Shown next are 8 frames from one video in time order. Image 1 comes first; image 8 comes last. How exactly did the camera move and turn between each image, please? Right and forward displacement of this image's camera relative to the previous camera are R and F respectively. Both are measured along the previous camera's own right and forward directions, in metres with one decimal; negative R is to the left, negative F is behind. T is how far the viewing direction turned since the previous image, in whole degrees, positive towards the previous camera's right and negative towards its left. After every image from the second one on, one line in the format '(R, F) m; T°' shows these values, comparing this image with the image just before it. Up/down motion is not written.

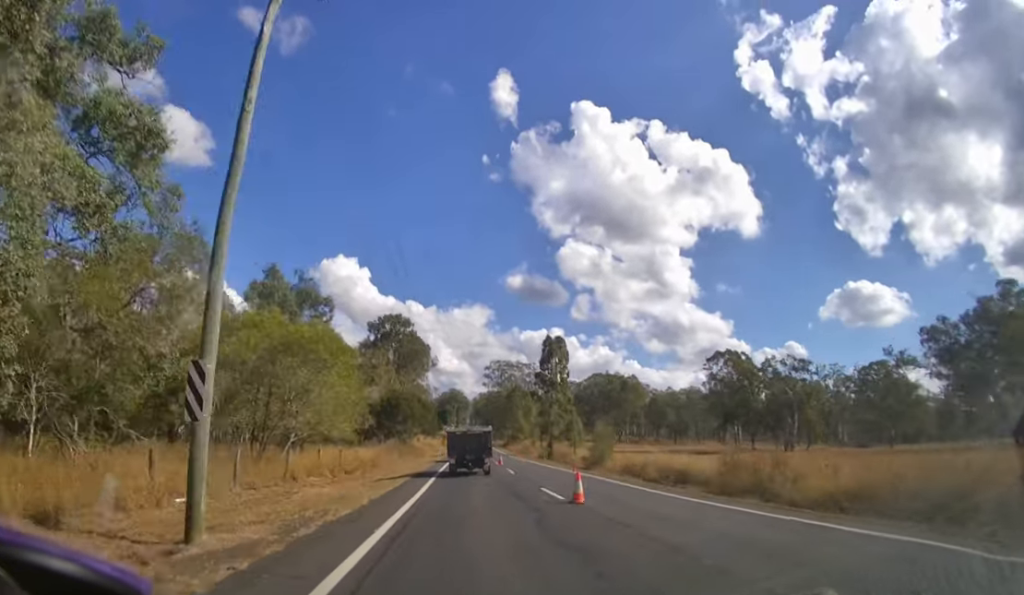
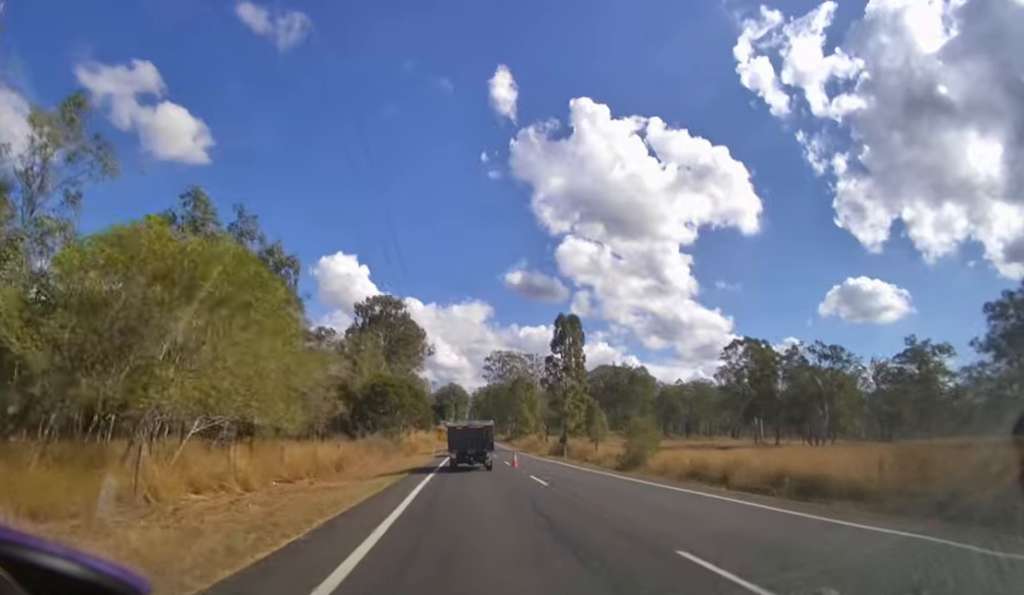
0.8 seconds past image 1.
(0.0, +9.4) m; 0°
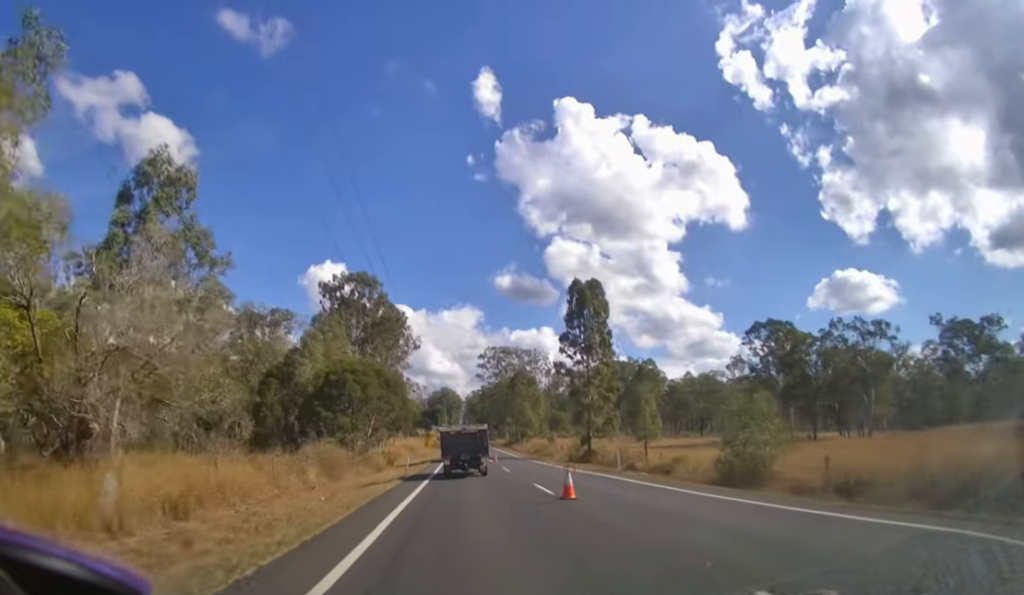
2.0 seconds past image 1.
(0.0, +12.5) m; 0°
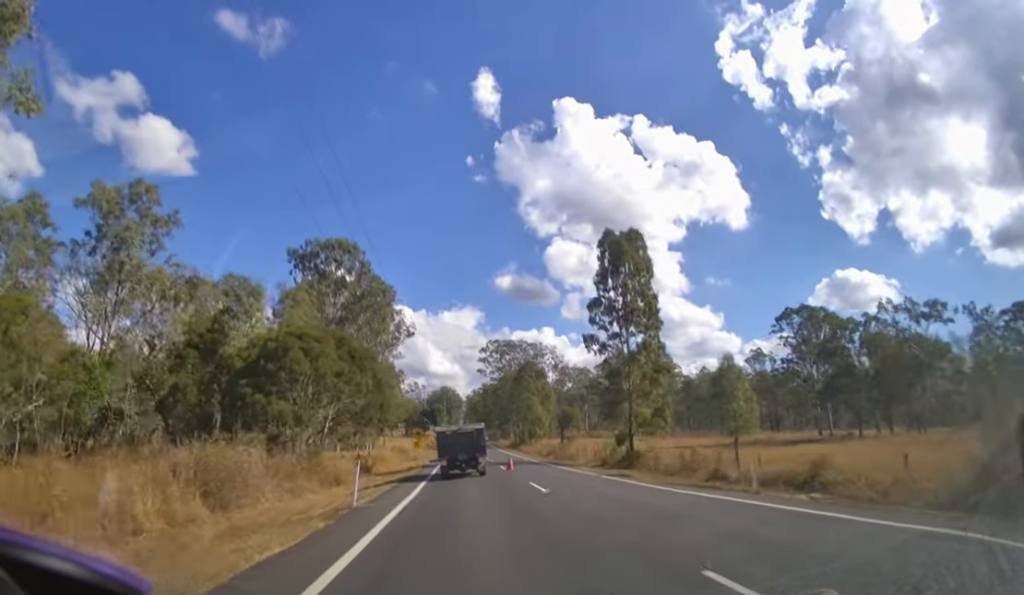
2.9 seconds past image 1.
(0.0, +9.4) m; 0°
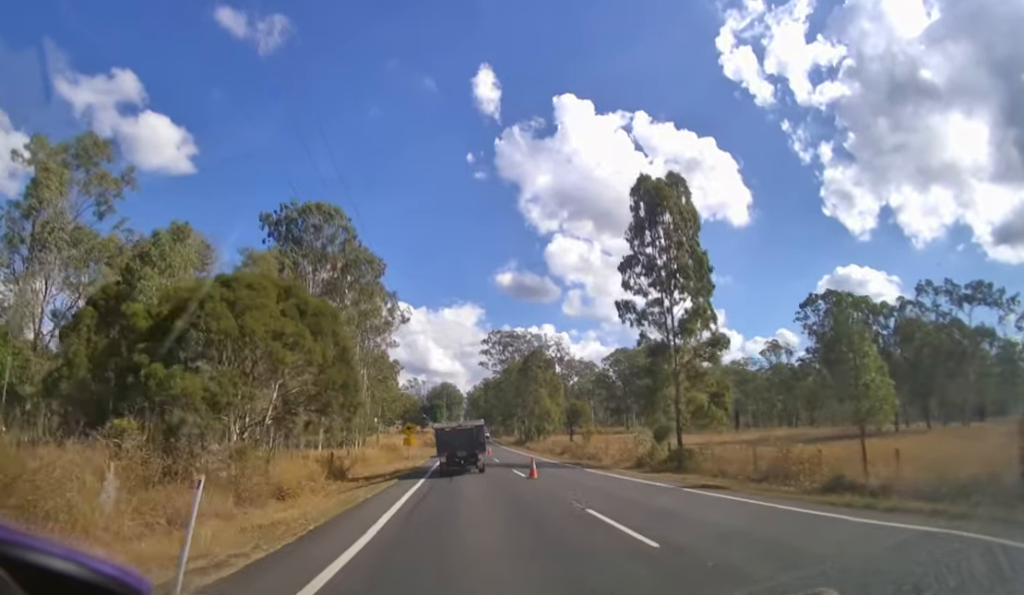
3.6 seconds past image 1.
(0.0, +6.8) m; 0°
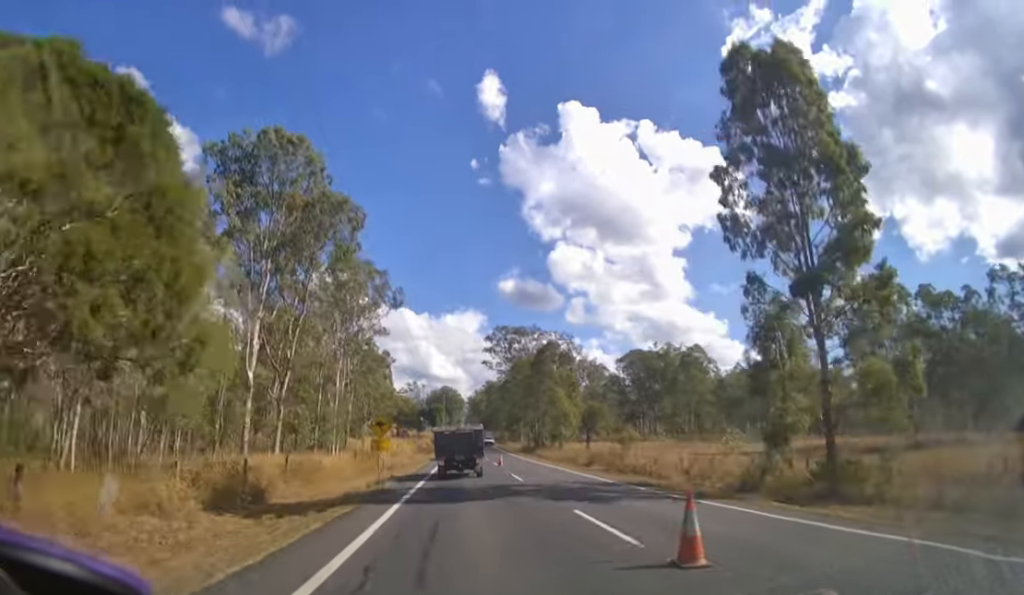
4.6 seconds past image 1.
(0.0, +11.1) m; 0°
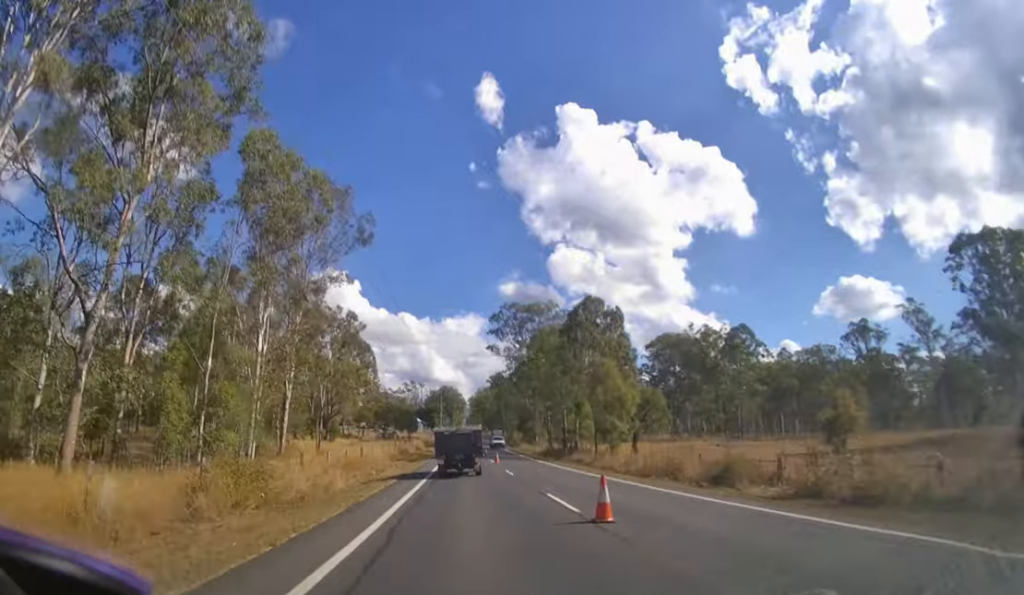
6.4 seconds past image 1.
(0.0, +22.0) m; 0°
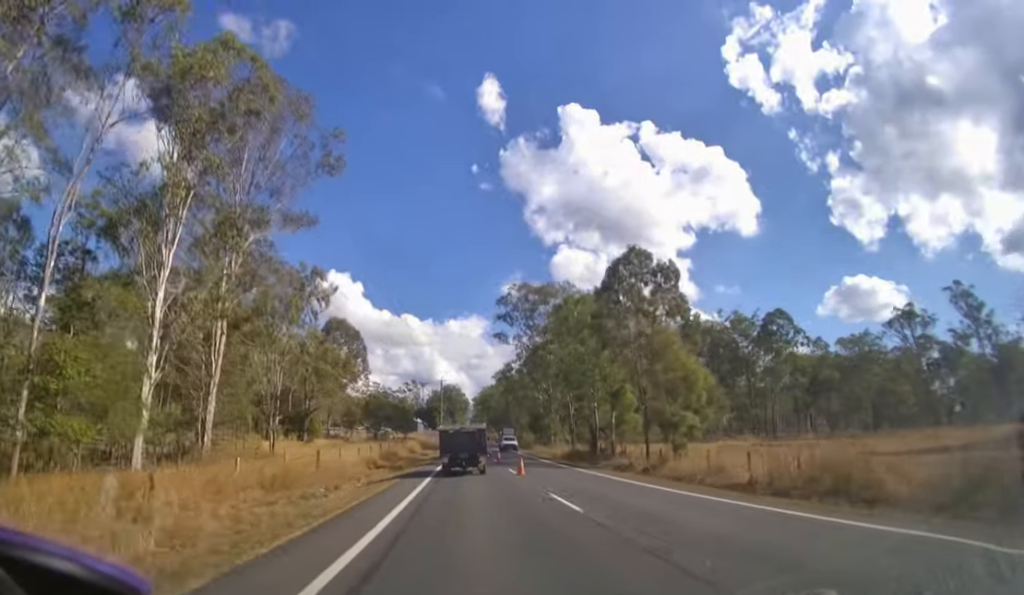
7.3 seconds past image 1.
(-0.1, +13.4) m; 0°
